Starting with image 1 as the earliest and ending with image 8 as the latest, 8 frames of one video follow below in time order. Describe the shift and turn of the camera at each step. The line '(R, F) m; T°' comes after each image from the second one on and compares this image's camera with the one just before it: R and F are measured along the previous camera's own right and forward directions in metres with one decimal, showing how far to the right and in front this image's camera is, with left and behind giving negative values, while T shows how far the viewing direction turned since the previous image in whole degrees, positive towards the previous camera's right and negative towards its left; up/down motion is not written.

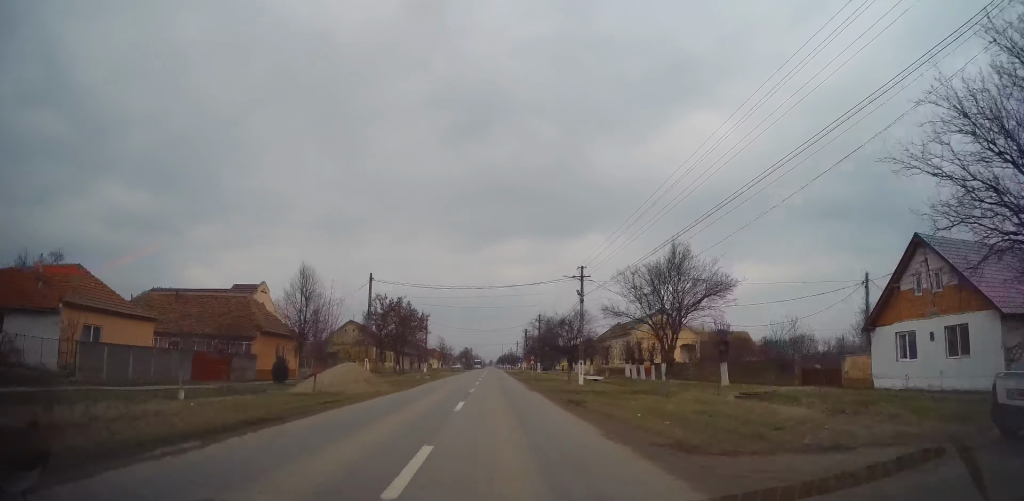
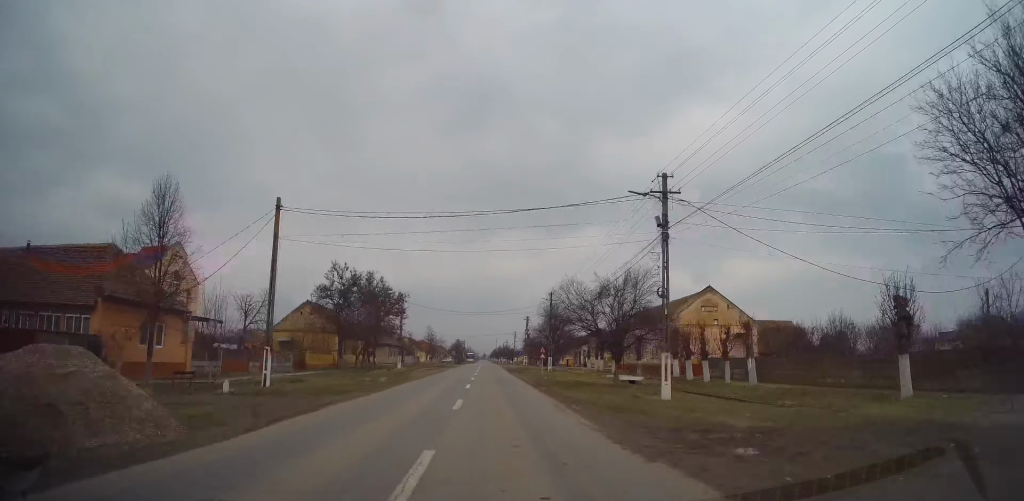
(-0.1, +17.8) m; 0°
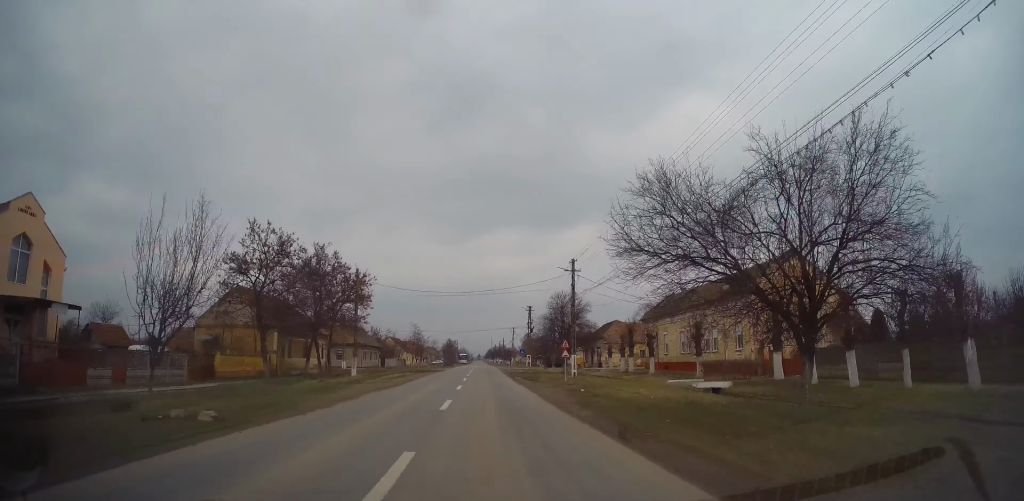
(0.0, +17.5) m; +1°
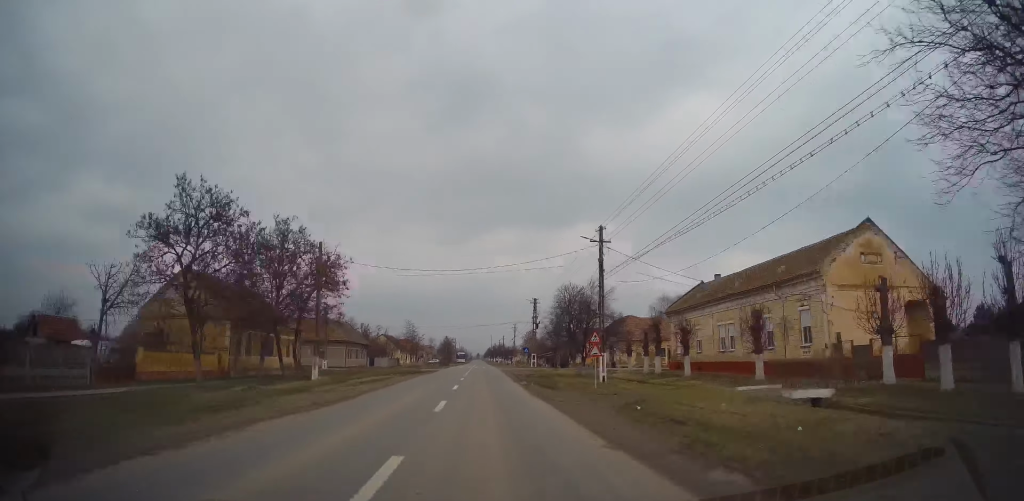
(0.0, +9.1) m; +1°
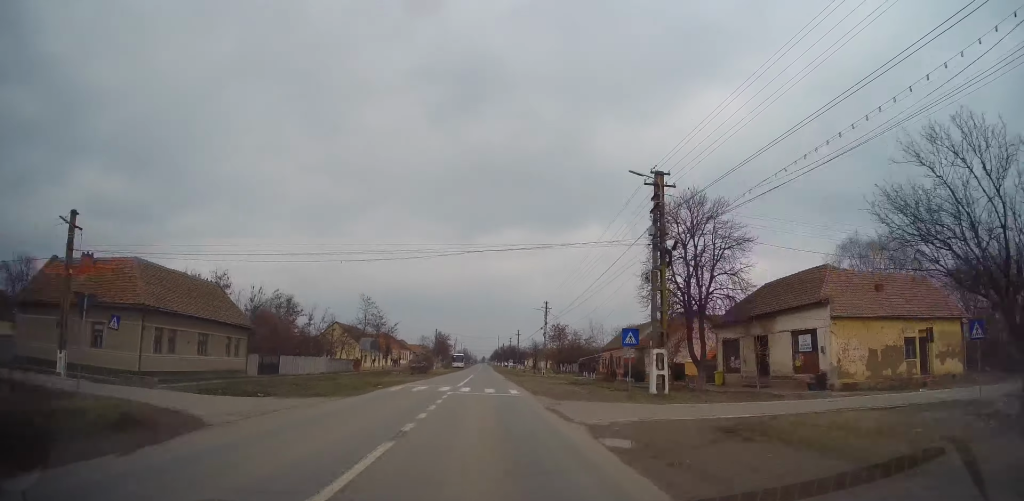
(+0.2, +47.2) m; 0°
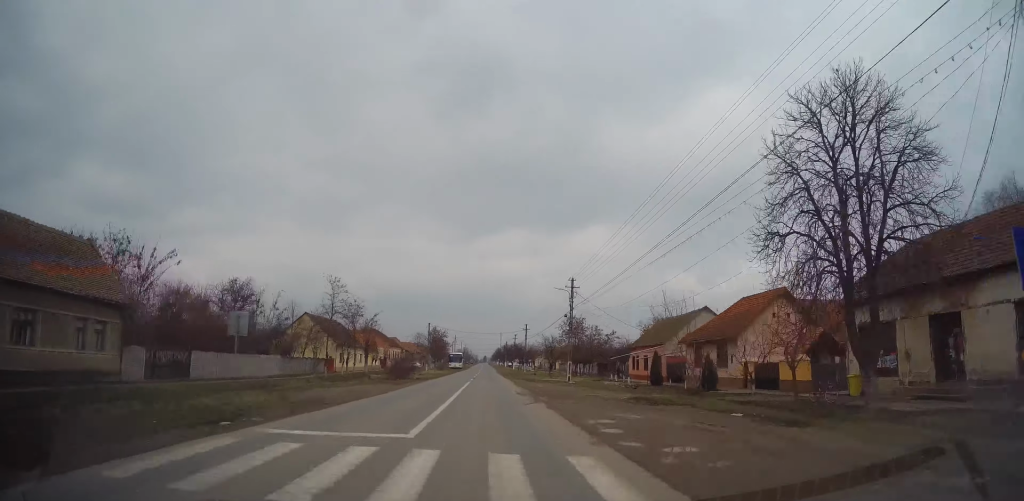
(-0.1, +16.5) m; -1°
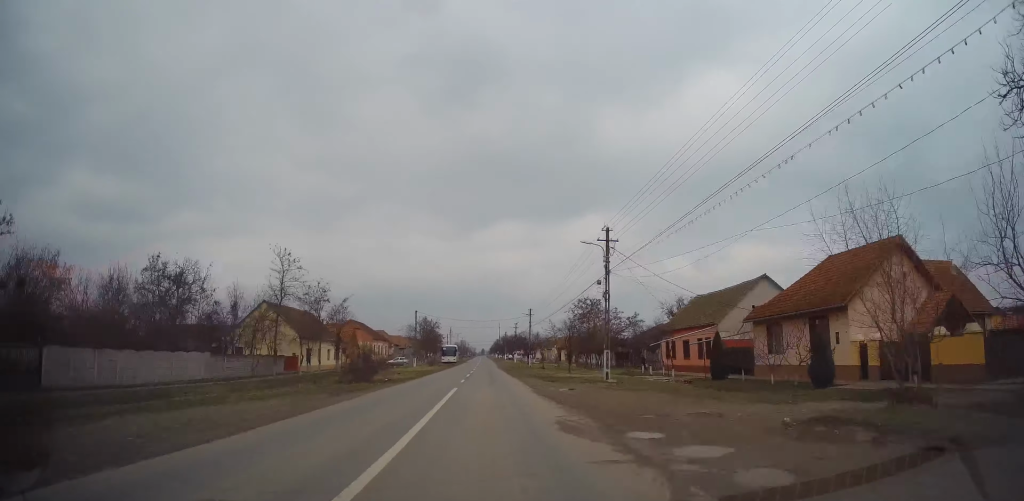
(-0.2, +13.5) m; 0°
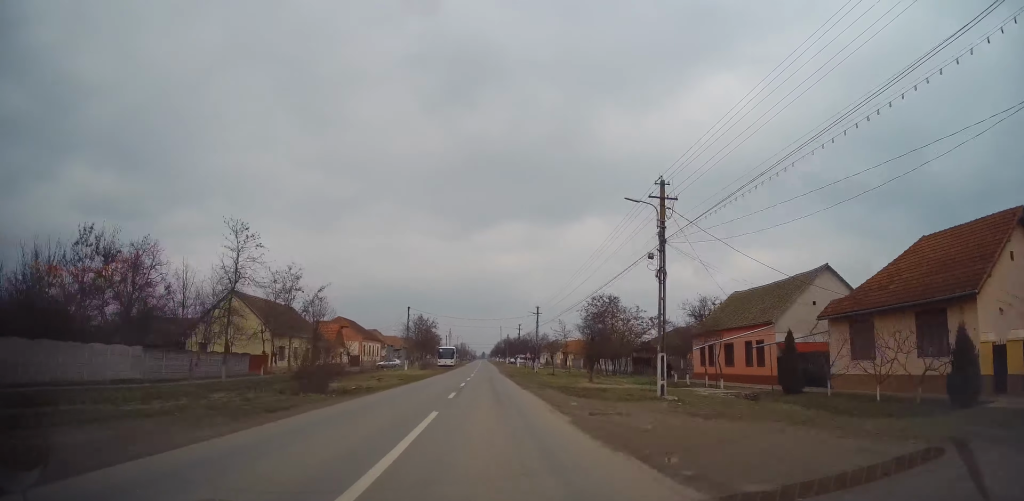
(+0.2, +8.7) m; 0°
